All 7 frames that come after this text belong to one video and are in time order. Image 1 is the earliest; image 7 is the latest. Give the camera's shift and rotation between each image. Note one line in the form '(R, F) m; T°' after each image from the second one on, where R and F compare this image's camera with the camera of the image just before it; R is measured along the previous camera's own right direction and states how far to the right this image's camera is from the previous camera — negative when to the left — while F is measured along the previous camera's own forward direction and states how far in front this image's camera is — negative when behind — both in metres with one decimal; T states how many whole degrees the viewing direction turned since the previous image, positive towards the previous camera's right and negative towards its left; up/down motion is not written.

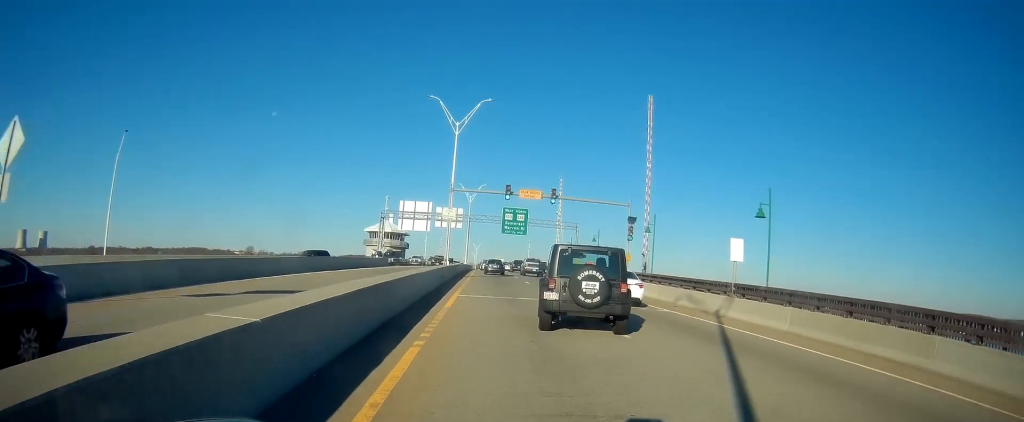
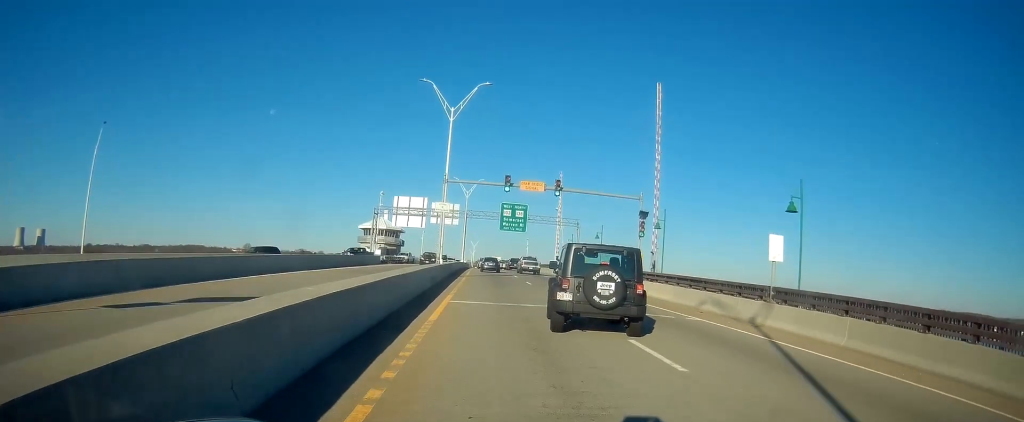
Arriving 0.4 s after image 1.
(0.0, +3.6) m; +1°
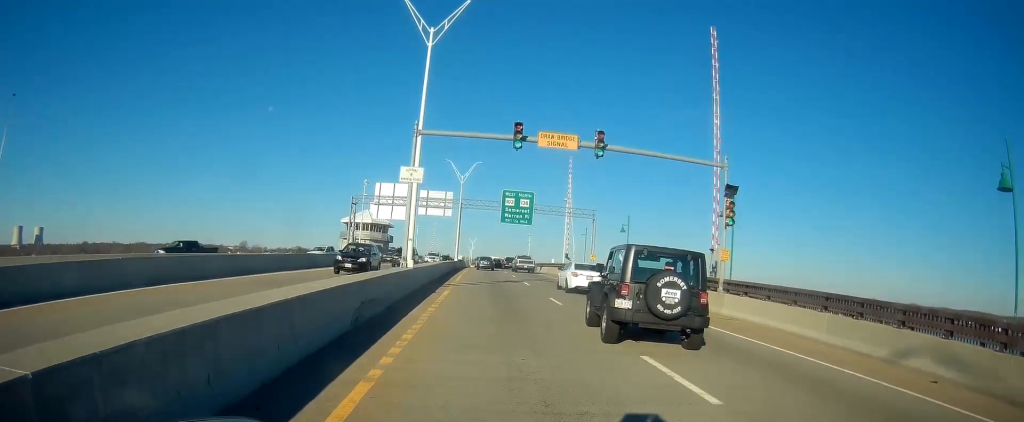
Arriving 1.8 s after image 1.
(+0.2, +13.9) m; 0°
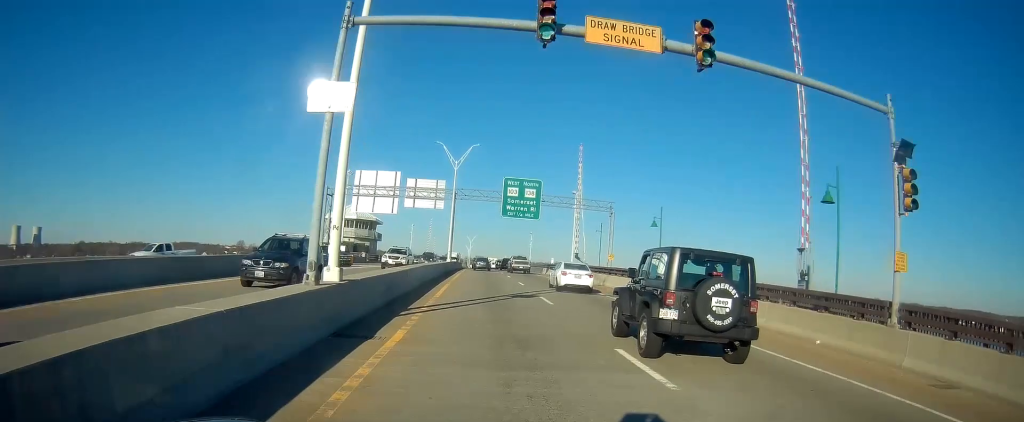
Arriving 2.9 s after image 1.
(0.0, +11.5) m; 0°
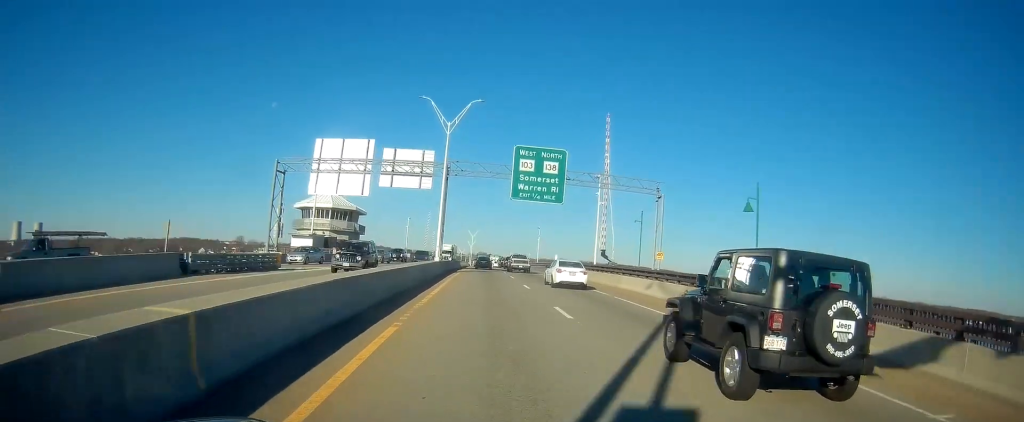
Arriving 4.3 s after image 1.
(-0.1, +16.7) m; -2°
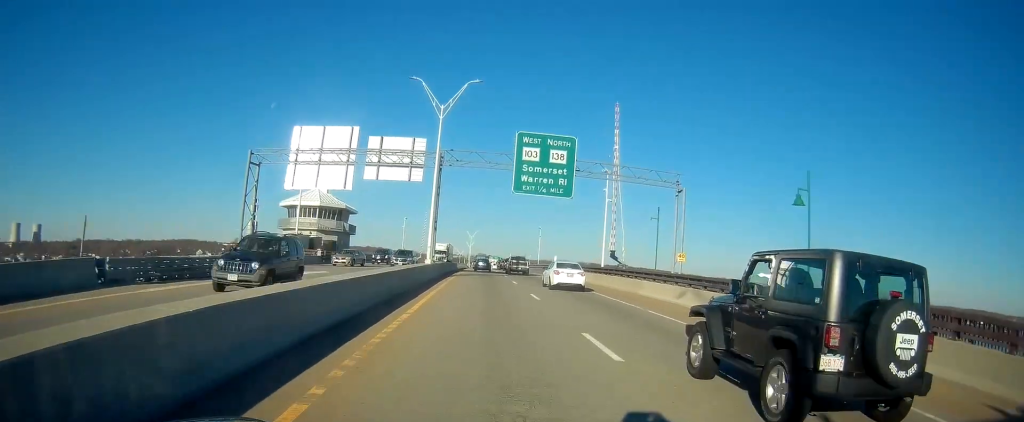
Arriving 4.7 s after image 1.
(-0.1, +5.5) m; 0°
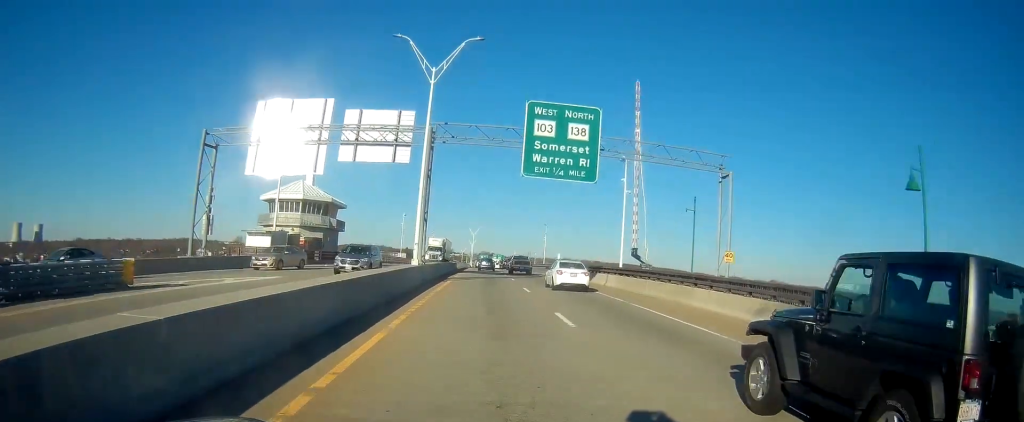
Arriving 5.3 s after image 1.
(-0.1, +7.7) m; 0°
